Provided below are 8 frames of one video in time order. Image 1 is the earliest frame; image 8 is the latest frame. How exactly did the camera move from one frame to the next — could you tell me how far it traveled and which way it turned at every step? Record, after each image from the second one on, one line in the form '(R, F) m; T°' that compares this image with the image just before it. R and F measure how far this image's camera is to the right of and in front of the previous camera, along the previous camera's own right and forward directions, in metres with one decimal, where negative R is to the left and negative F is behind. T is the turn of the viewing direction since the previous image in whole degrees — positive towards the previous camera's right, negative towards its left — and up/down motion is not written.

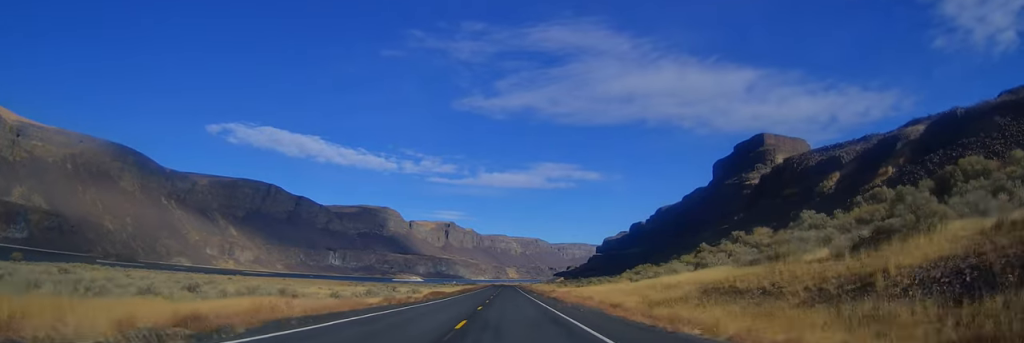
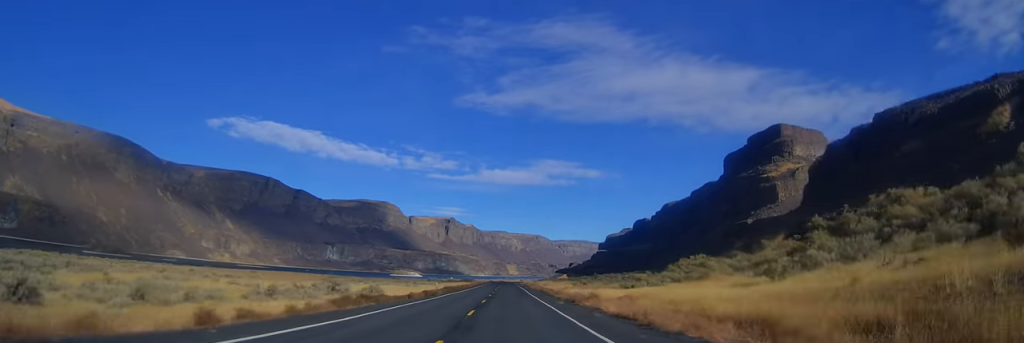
(0.0, +31.4) m; 0°
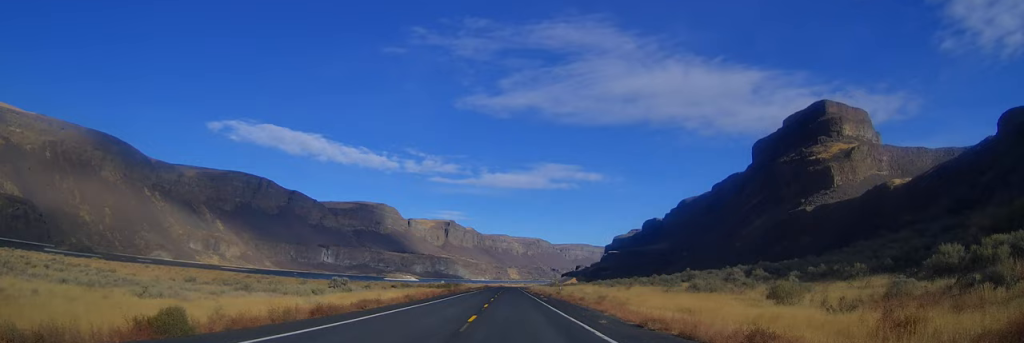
(-1.0, +75.5) m; 0°
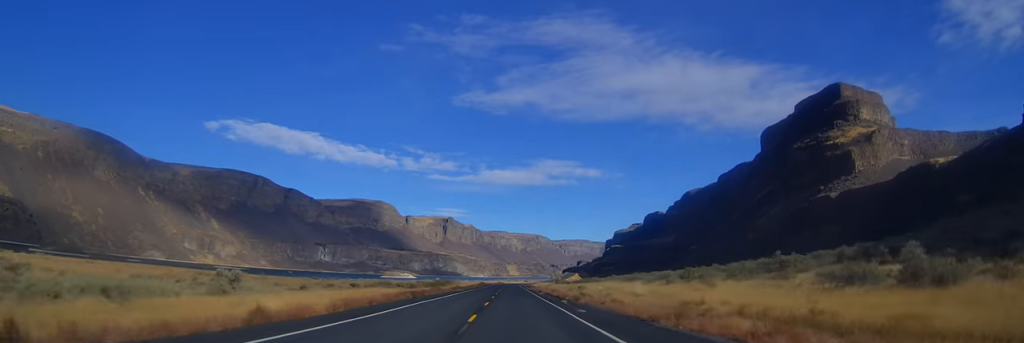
(+0.1, +25.5) m; 0°
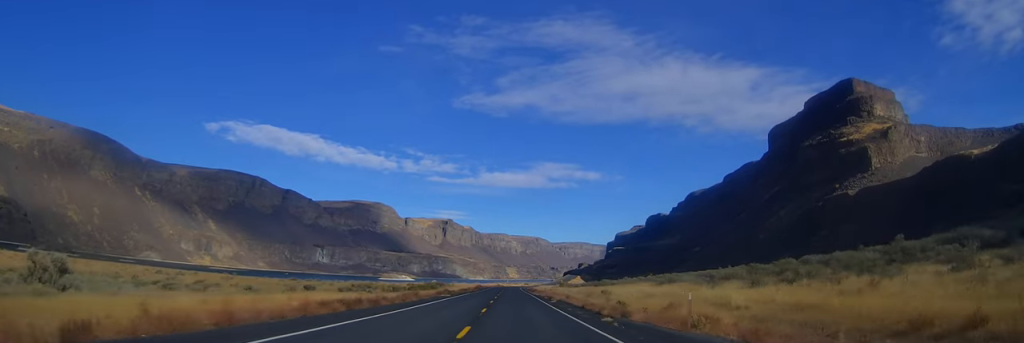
(-0.1, +16.6) m; -1°
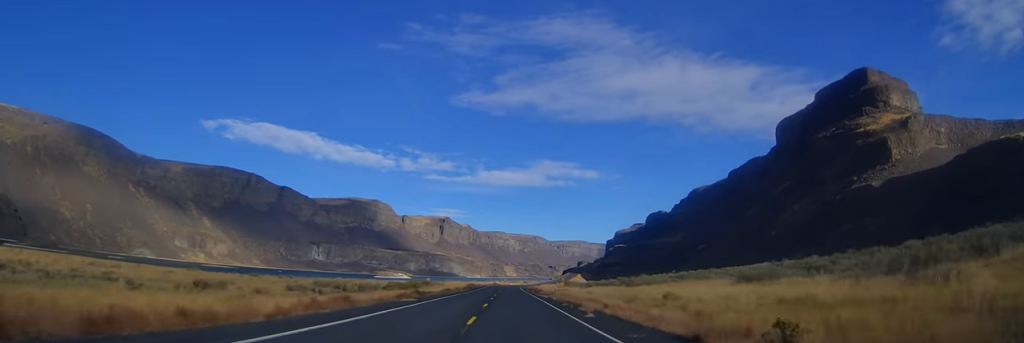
(-0.1, +20.6) m; -1°
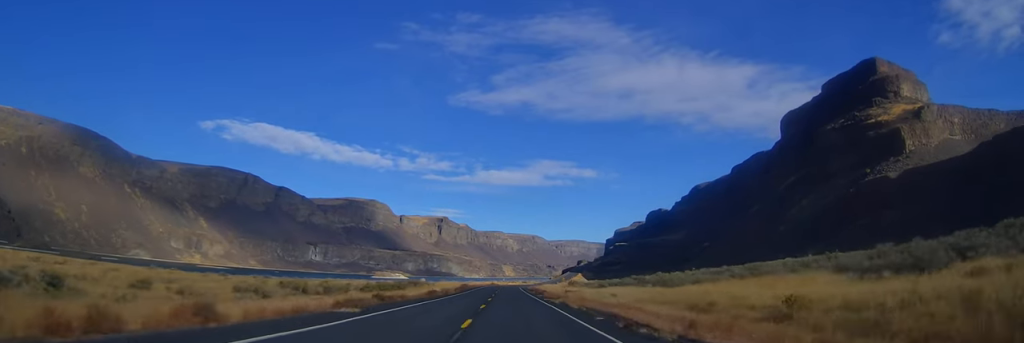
(-0.1, +13.7) m; 0°
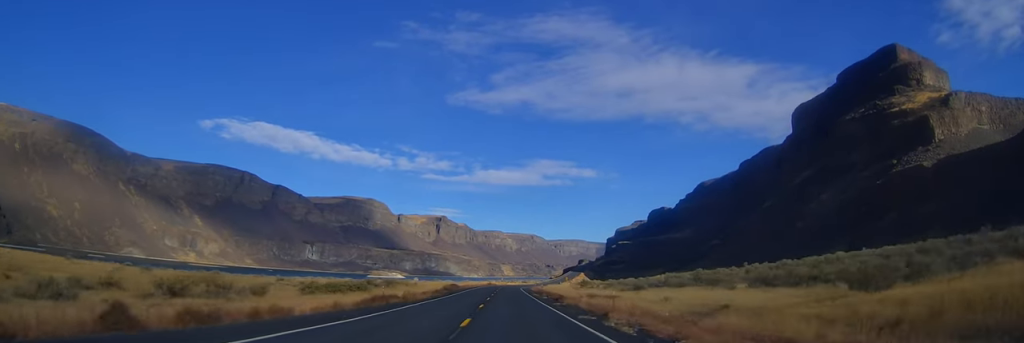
(-0.1, +23.5) m; +1°
